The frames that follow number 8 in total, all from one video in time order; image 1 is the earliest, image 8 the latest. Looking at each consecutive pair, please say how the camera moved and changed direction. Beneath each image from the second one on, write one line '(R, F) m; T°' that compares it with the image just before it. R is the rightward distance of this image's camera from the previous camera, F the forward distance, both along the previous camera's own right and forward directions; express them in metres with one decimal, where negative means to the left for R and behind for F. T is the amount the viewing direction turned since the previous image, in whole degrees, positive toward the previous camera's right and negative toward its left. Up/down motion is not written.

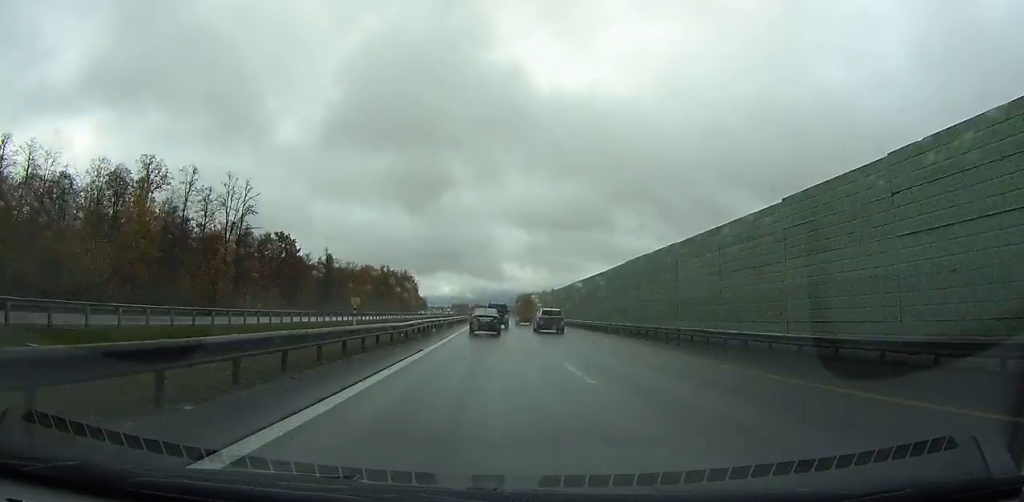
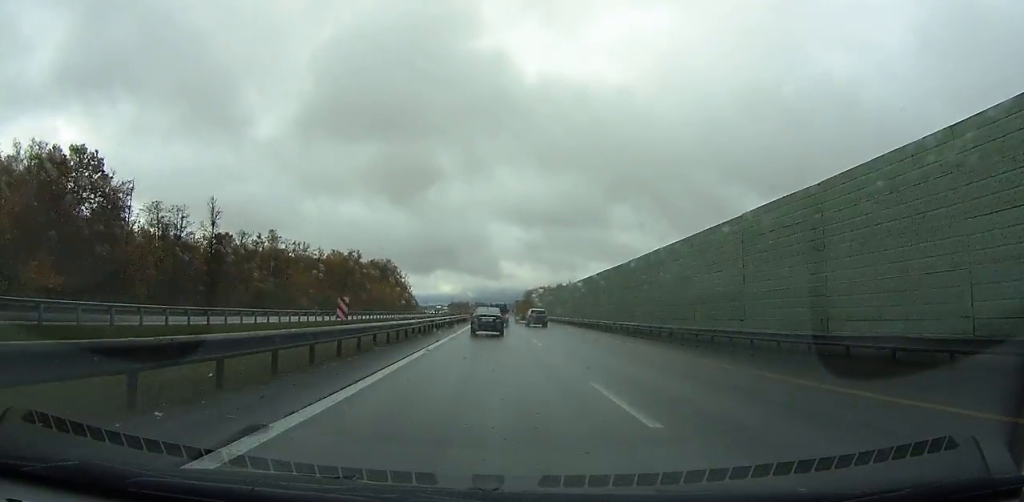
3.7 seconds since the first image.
(+0.2, +66.0) m; 0°
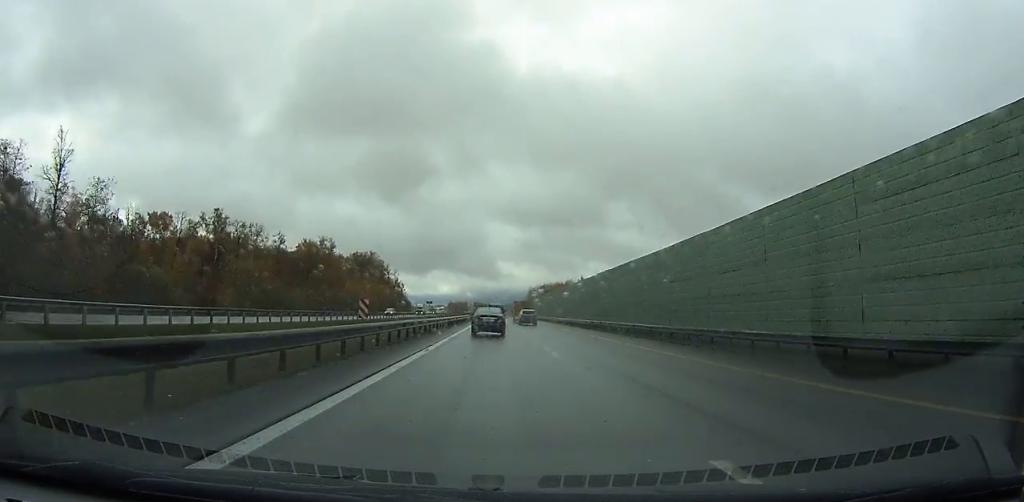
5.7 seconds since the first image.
(+0.1, +37.9) m; 0°
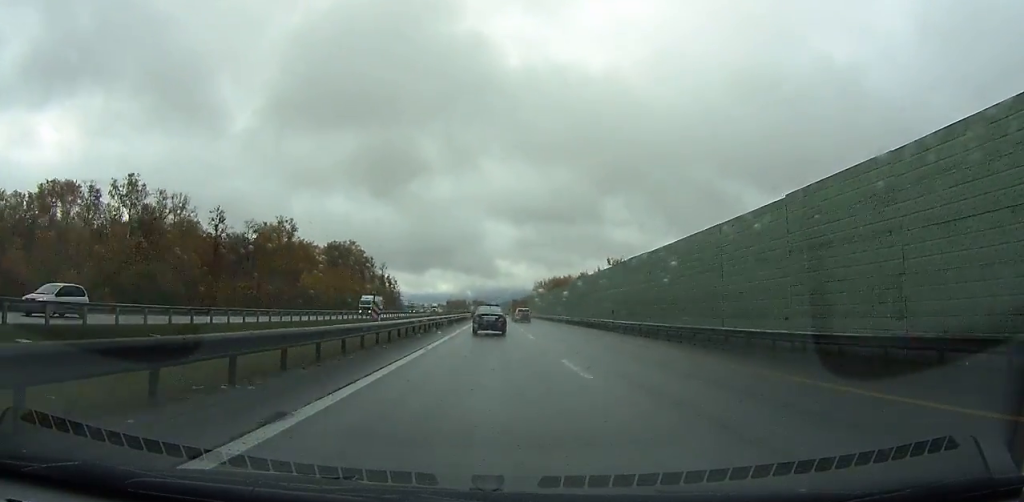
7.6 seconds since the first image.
(-0.1, +37.1) m; 0°
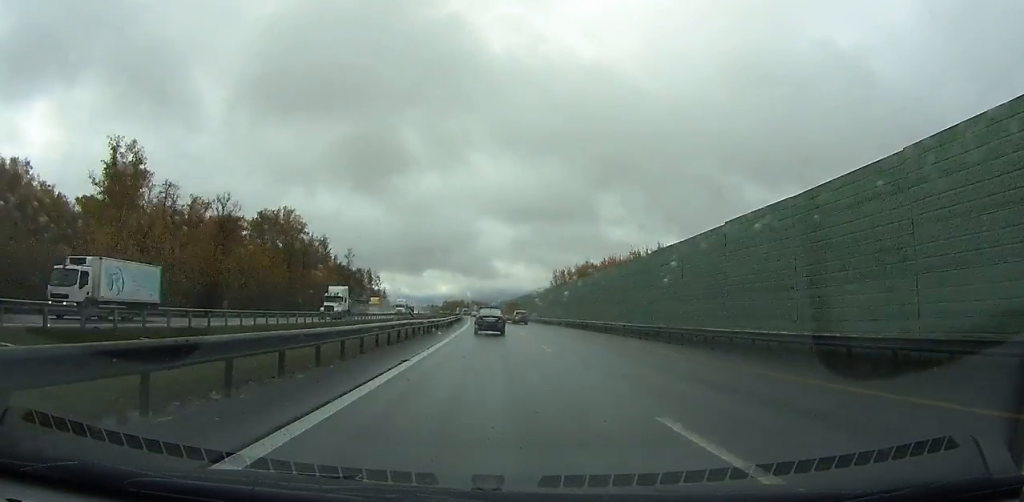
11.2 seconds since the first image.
(-0.5, +73.8) m; -1°
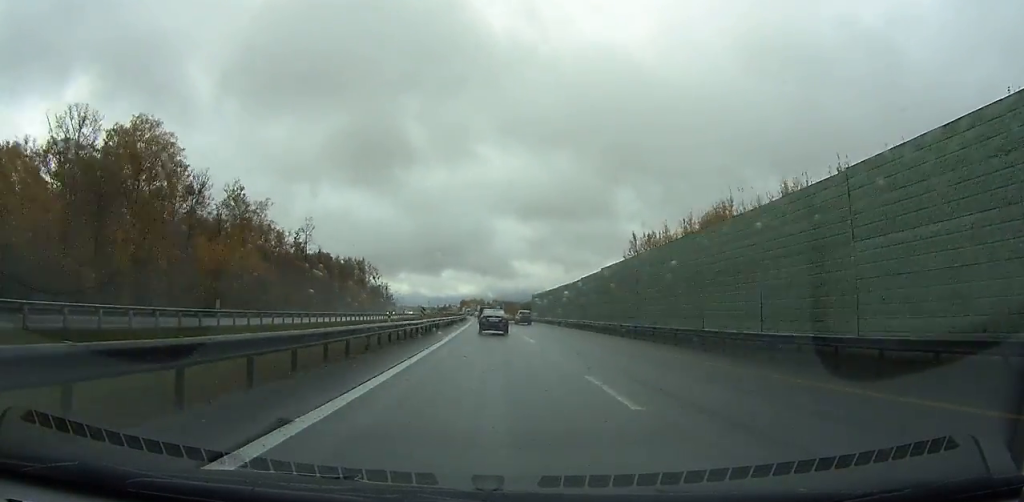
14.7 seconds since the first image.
(-0.7, +76.1) m; -2°
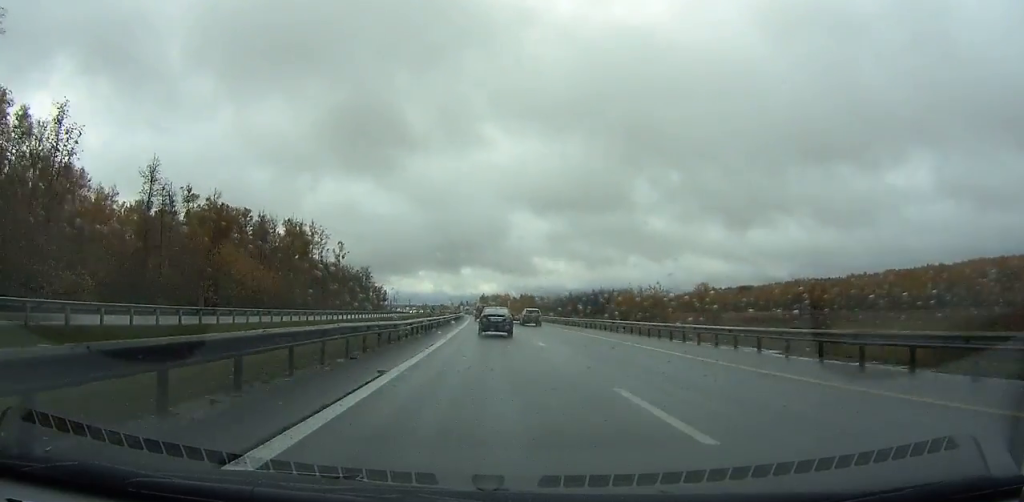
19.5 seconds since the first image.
(-2.5, +110.5) m; -3°
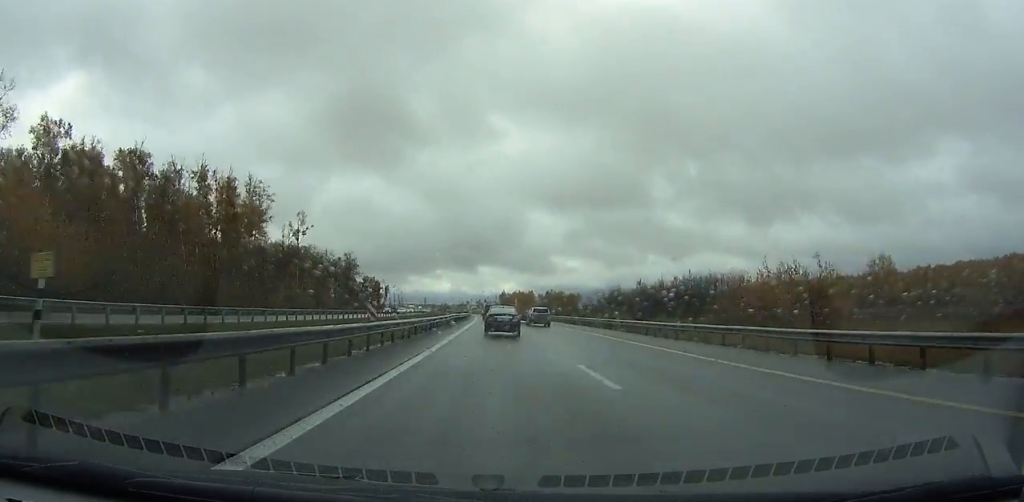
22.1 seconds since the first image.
(-0.6, +61.0) m; -1°
